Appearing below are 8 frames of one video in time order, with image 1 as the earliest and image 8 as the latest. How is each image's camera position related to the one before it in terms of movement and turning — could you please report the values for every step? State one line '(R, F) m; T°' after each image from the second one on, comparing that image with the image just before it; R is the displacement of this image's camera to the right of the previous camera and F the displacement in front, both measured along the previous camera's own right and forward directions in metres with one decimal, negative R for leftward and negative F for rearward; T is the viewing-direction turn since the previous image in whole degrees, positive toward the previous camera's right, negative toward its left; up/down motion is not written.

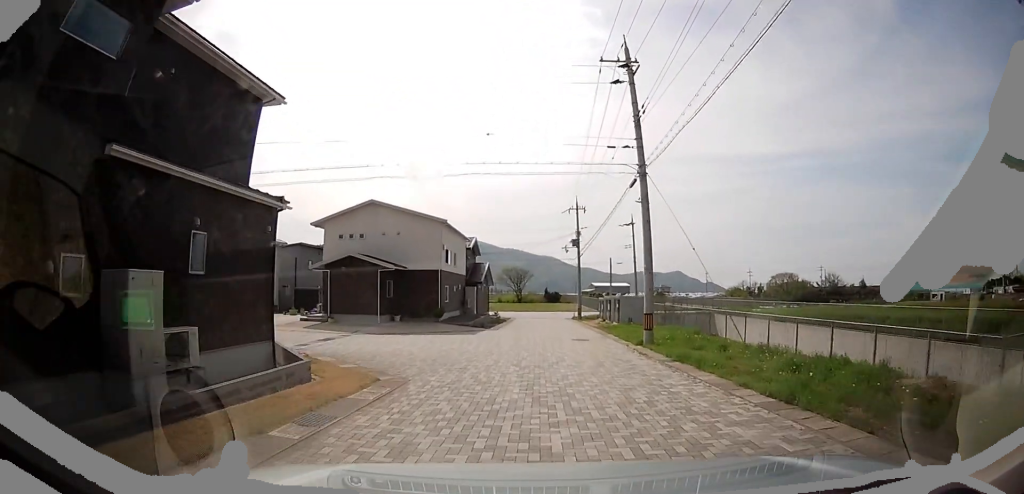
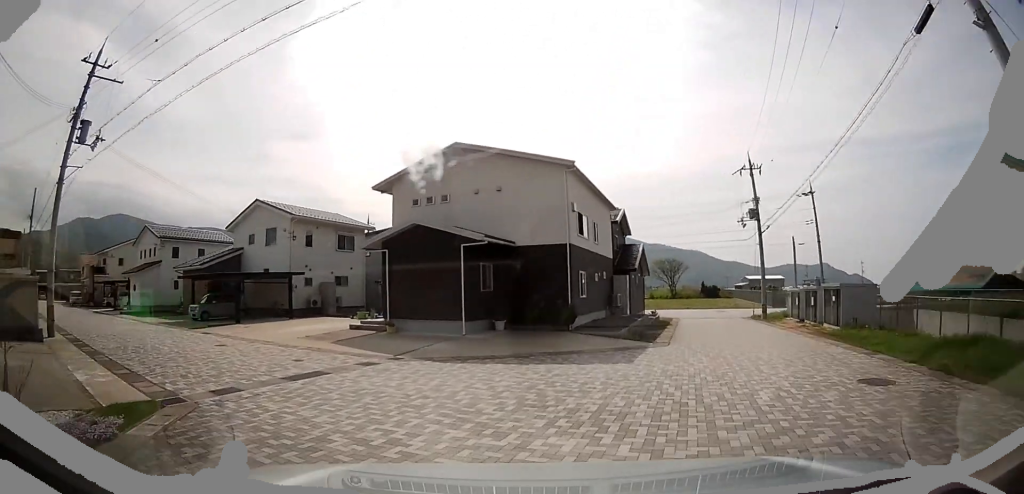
(-1.0, +11.4) m; -29°
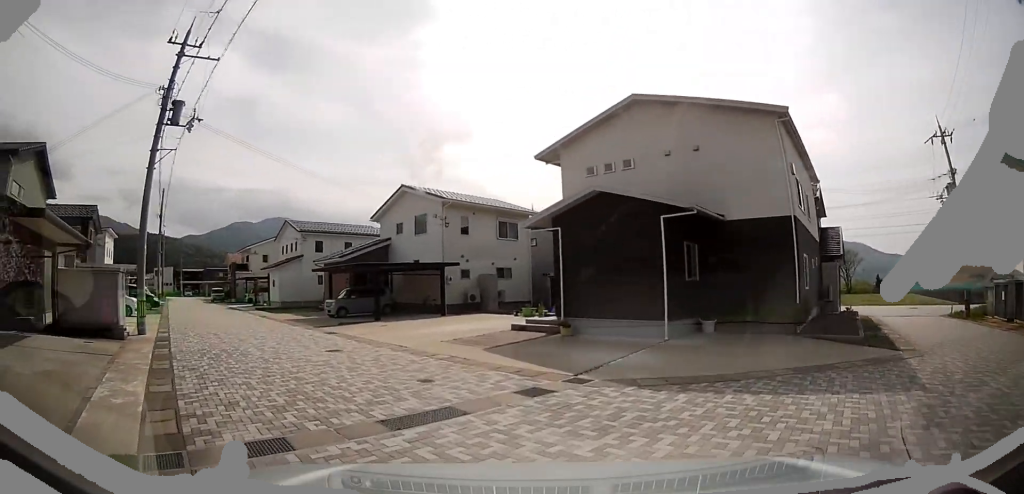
(-1.2, +4.2) m; -21°
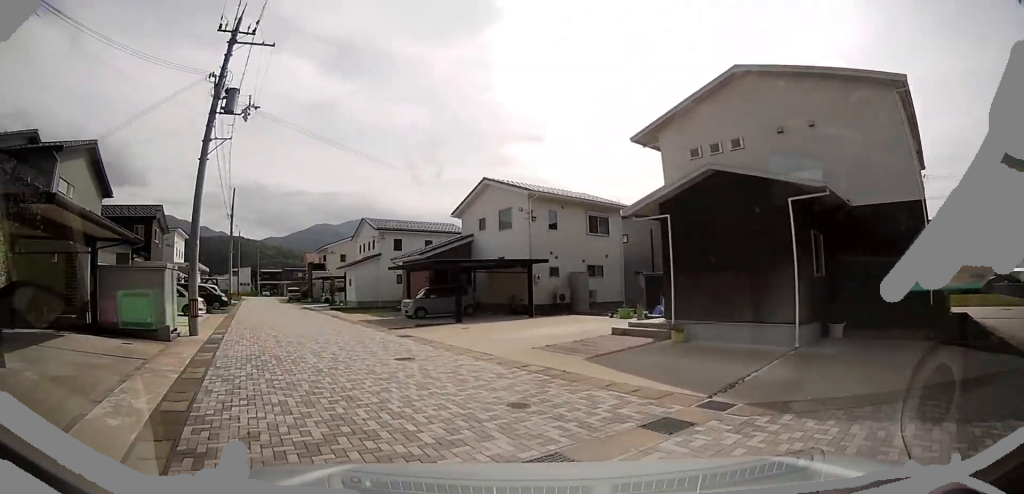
(-0.1, +1.9) m; -4°
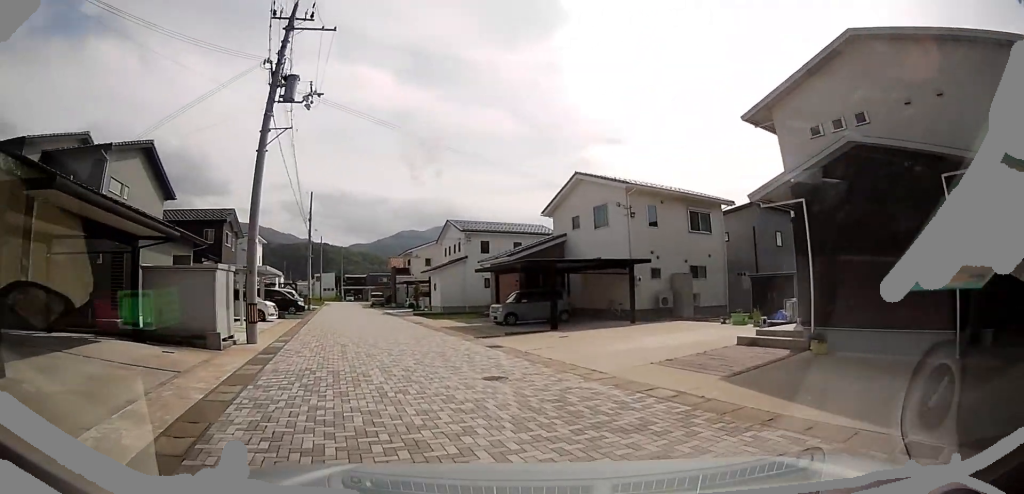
(-0.1, +2.0) m; -7°
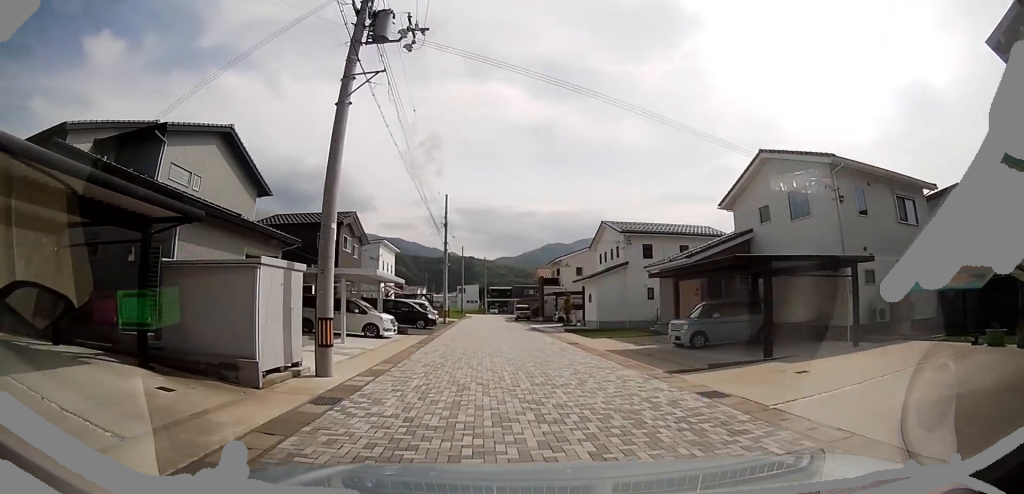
(-0.7, +4.7) m; -20°
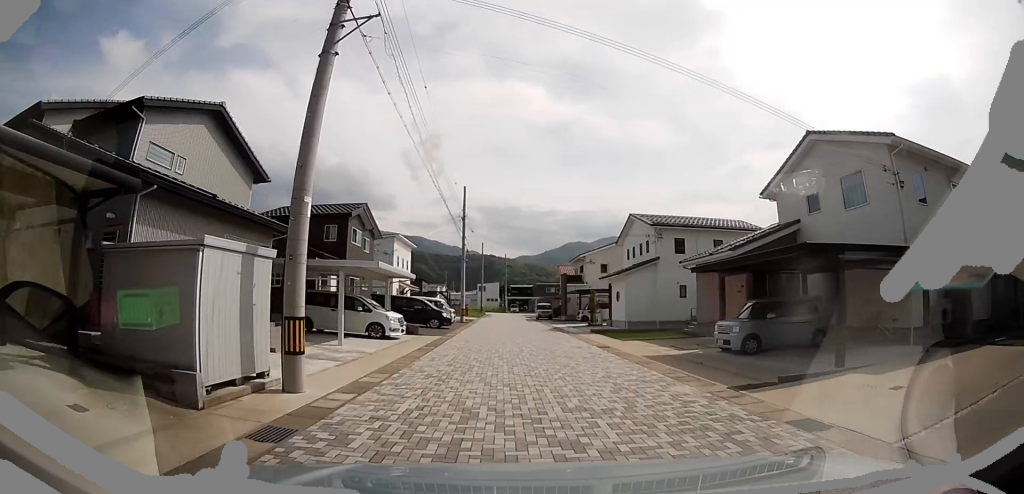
(-0.4, +2.1) m; -6°
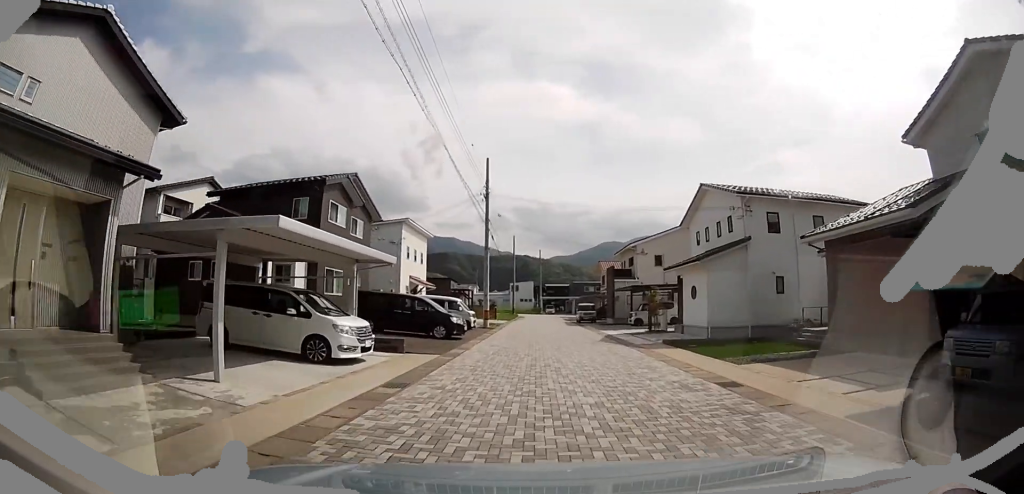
(-0.6, +7.4) m; -9°
